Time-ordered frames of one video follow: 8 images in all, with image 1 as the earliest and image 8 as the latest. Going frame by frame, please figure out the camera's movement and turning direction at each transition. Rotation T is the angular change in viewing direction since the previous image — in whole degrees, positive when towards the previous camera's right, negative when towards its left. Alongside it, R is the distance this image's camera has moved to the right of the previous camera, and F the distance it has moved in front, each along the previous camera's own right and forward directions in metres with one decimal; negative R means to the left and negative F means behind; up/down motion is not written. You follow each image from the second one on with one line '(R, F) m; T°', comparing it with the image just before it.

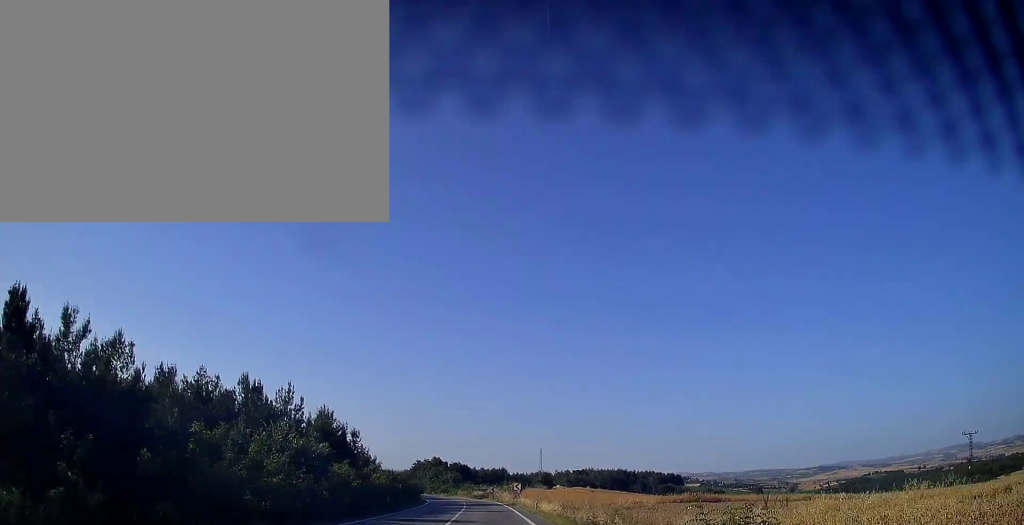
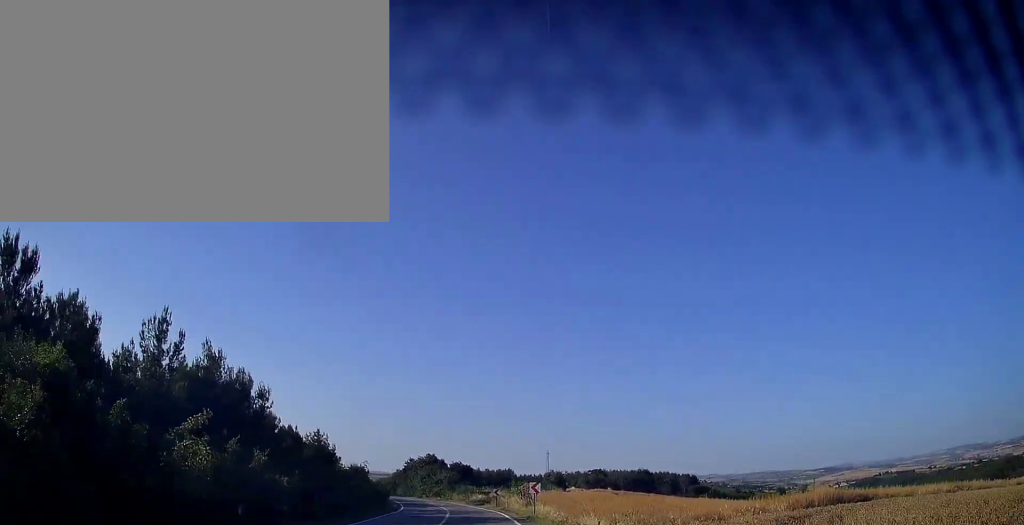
(0.0, +23.4) m; 0°
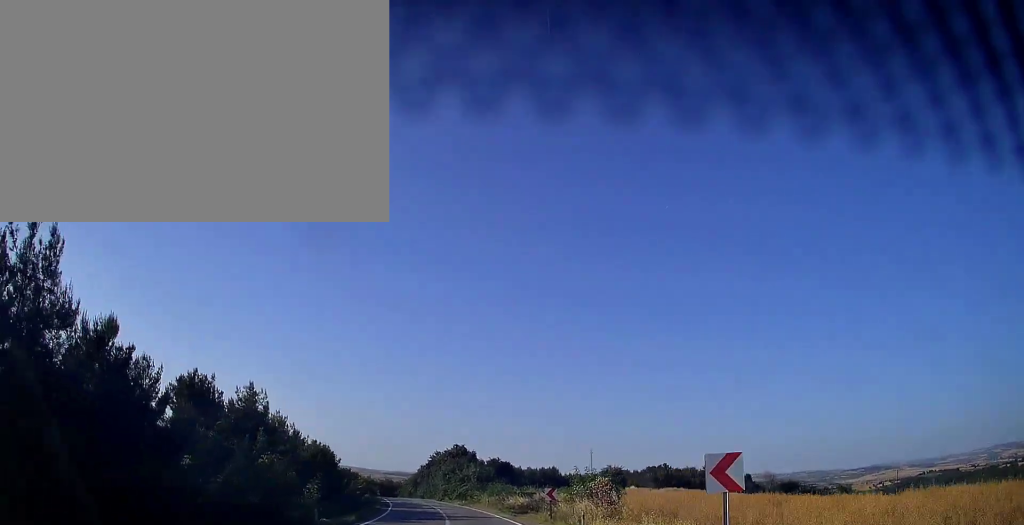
(0.0, +25.3) m; -2°
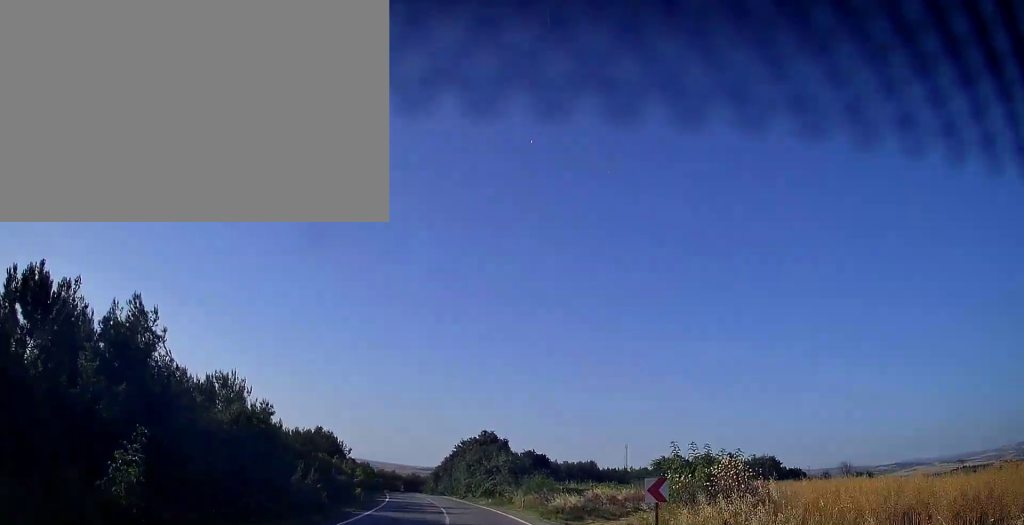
(-0.6, +16.3) m; -3°
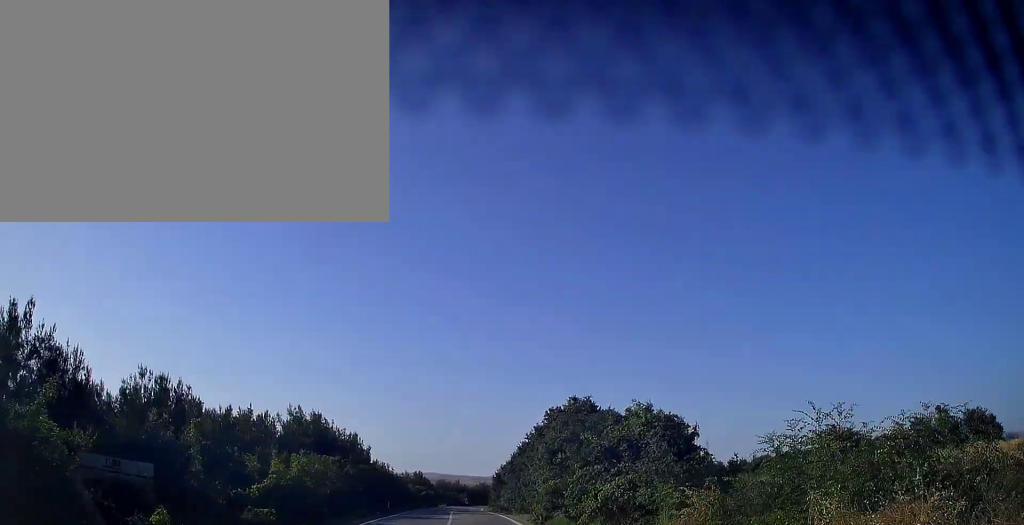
(-1.8, +33.8) m; -6°
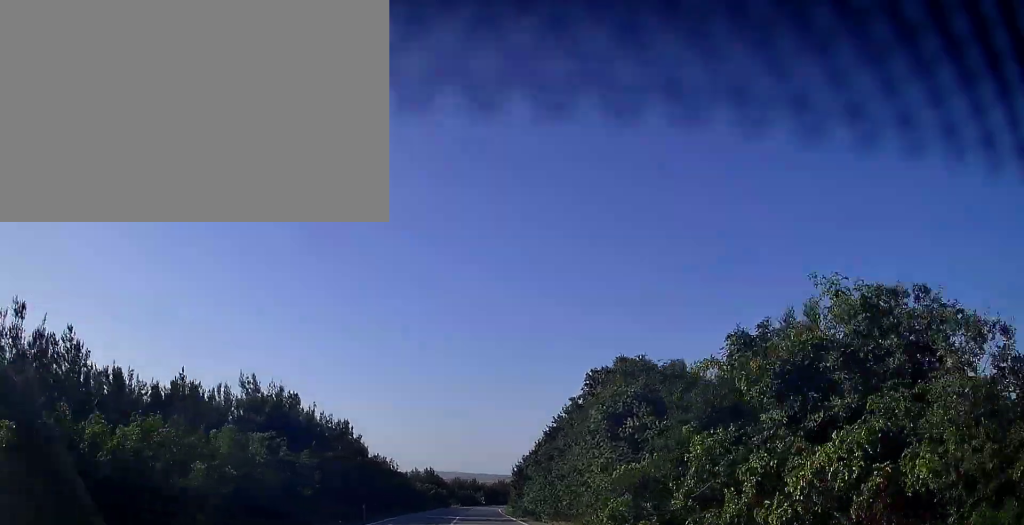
(-0.1, +12.9) m; -2°
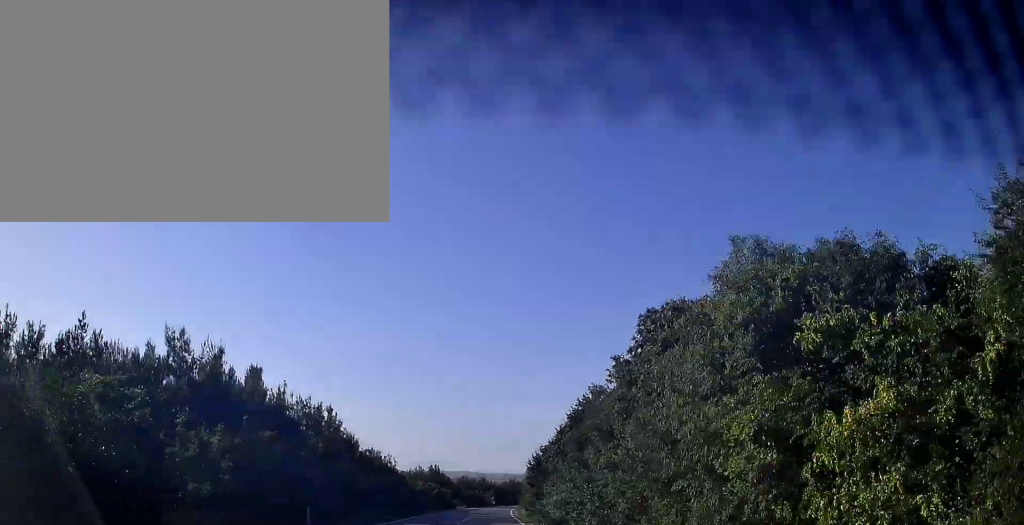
(-0.4, +10.9) m; -1°
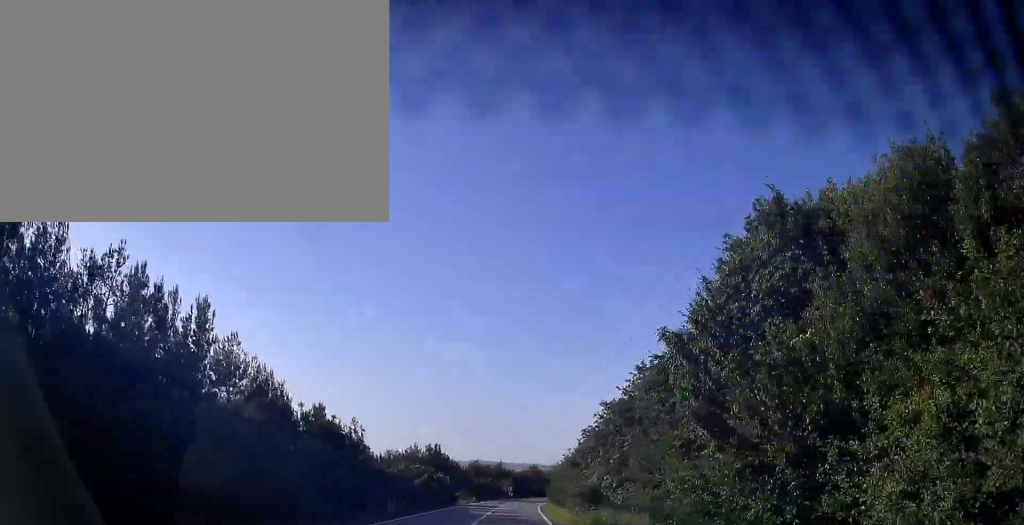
(-0.6, +26.7) m; -2°
